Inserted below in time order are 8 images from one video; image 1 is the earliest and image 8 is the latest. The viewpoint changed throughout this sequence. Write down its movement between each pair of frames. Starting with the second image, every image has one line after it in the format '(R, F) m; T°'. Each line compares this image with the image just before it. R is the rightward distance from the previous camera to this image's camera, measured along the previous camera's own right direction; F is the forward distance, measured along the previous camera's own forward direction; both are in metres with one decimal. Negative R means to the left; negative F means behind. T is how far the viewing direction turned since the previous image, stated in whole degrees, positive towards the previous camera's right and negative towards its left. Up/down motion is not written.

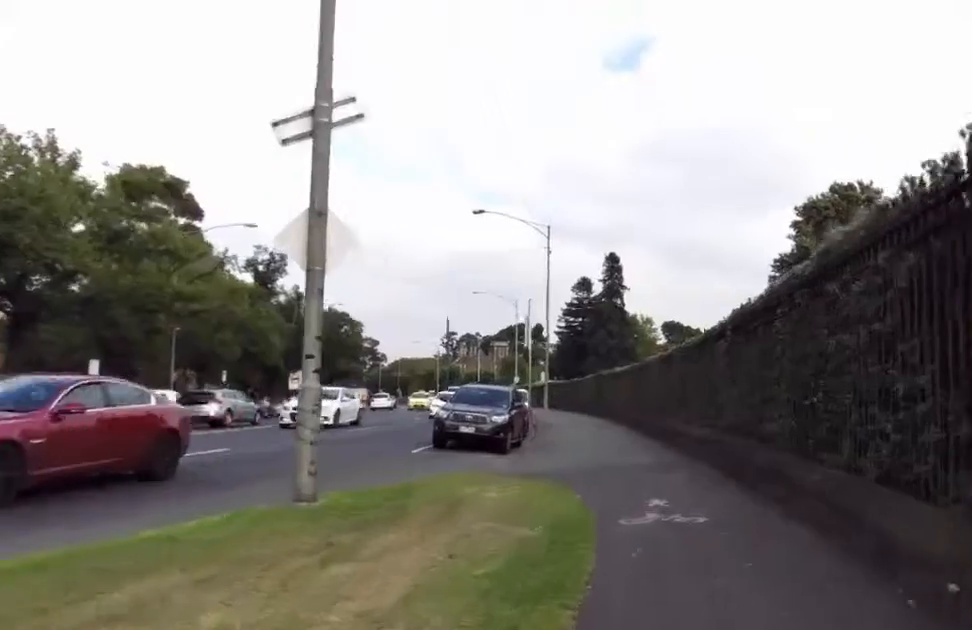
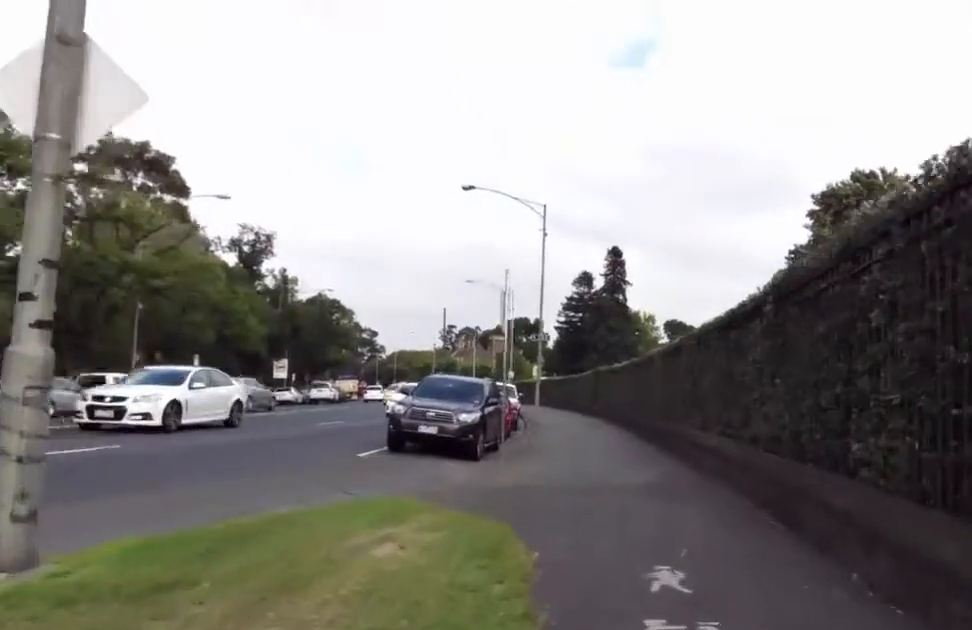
(-0.1, +3.2) m; +1°
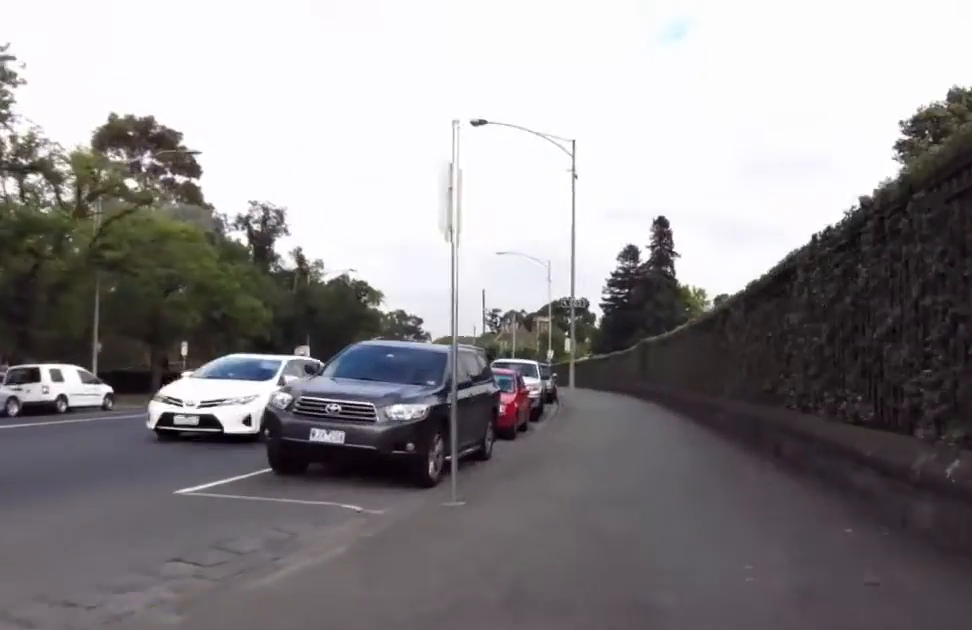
(+0.7, +7.0) m; +8°
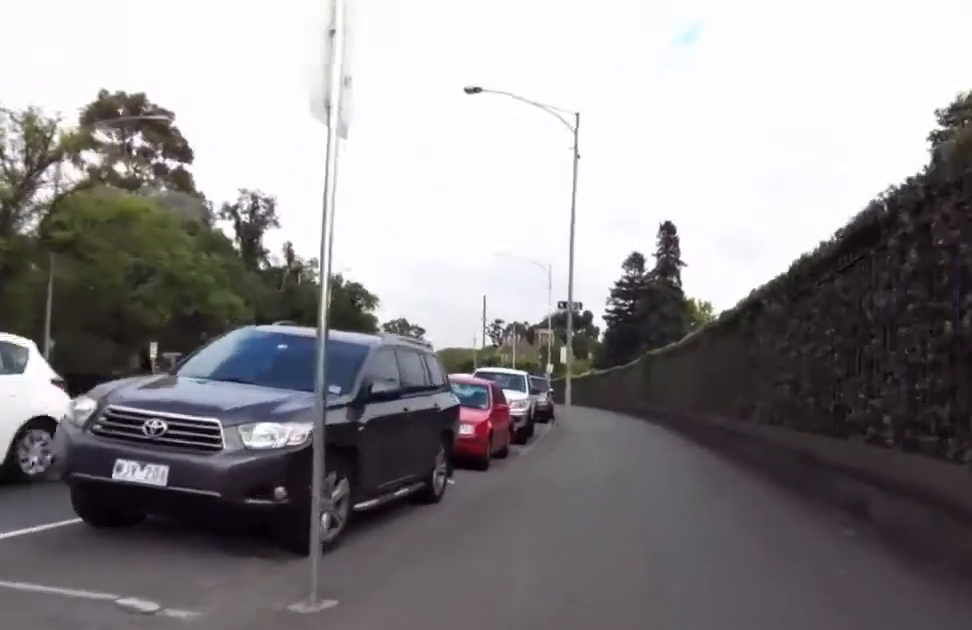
(0.0, +3.1) m; +2°
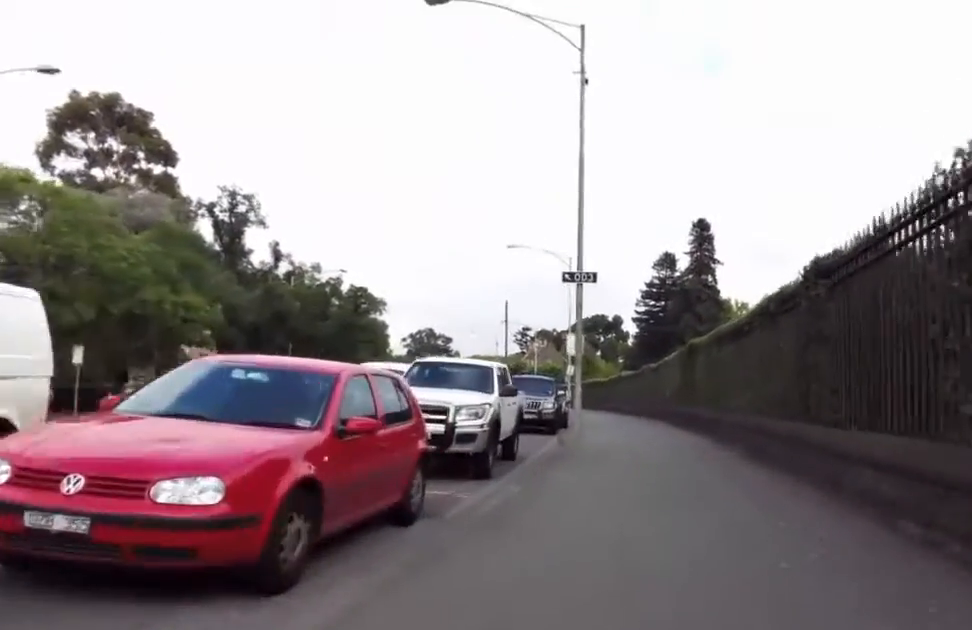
(+0.4, +8.2) m; -3°
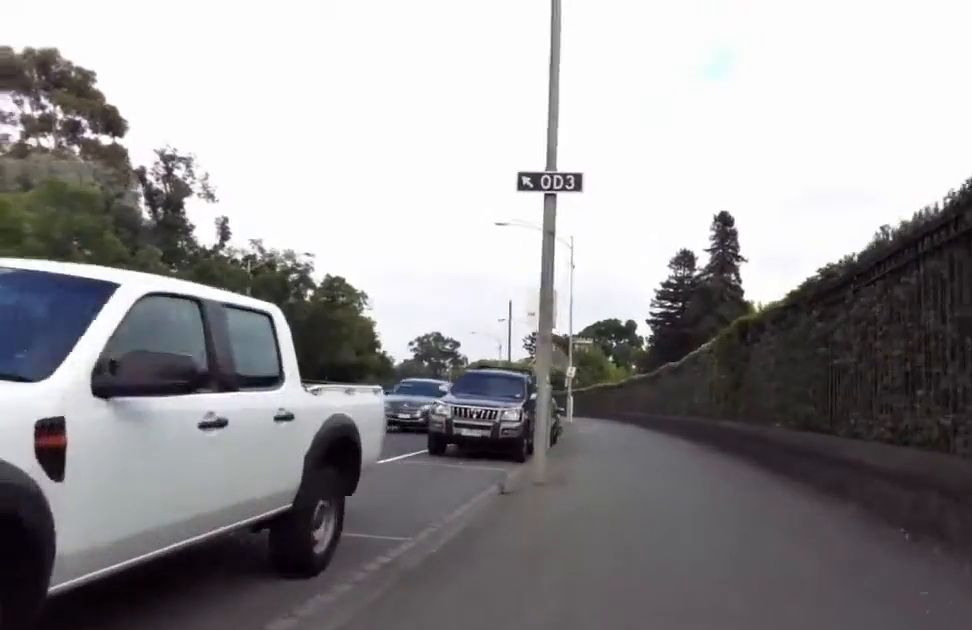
(-1.1, +9.2) m; -1°
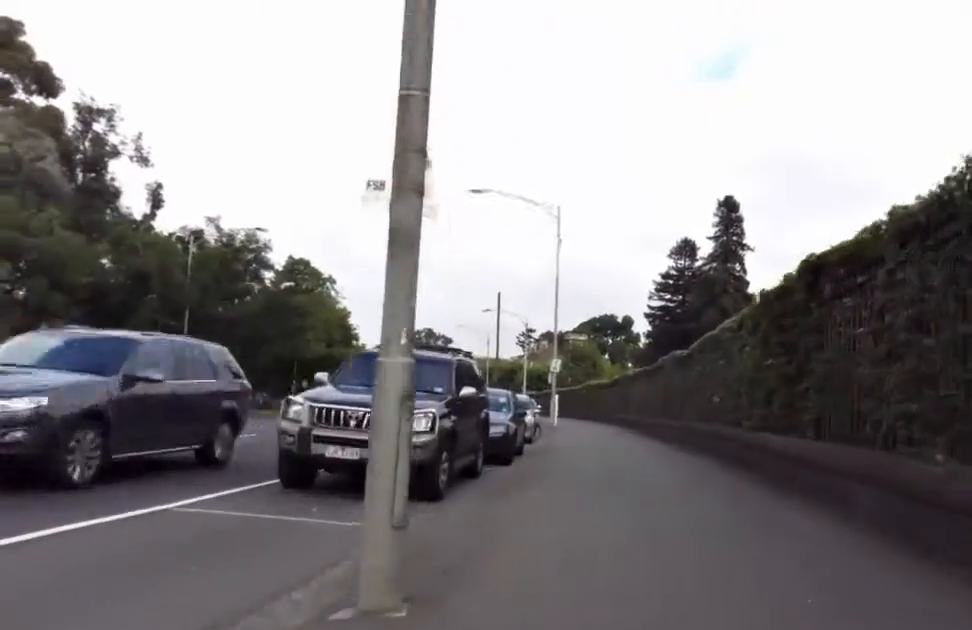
(+0.9, +6.4) m; +1°
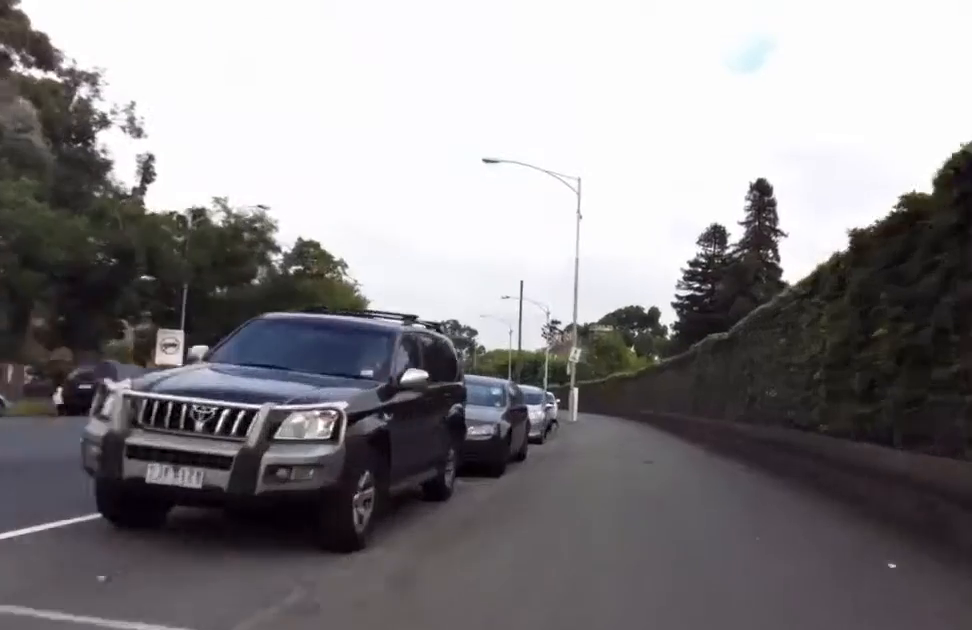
(0.0, +3.7) m; -1°
